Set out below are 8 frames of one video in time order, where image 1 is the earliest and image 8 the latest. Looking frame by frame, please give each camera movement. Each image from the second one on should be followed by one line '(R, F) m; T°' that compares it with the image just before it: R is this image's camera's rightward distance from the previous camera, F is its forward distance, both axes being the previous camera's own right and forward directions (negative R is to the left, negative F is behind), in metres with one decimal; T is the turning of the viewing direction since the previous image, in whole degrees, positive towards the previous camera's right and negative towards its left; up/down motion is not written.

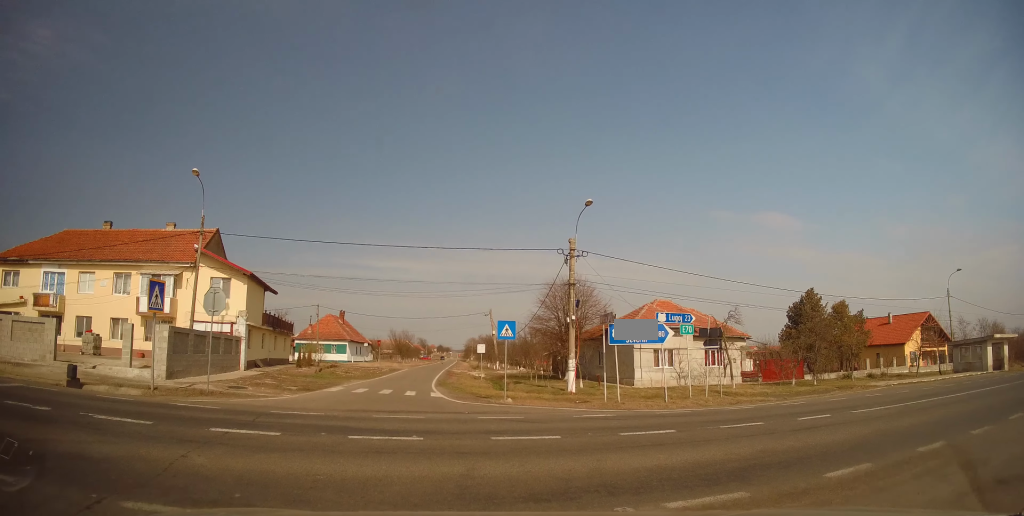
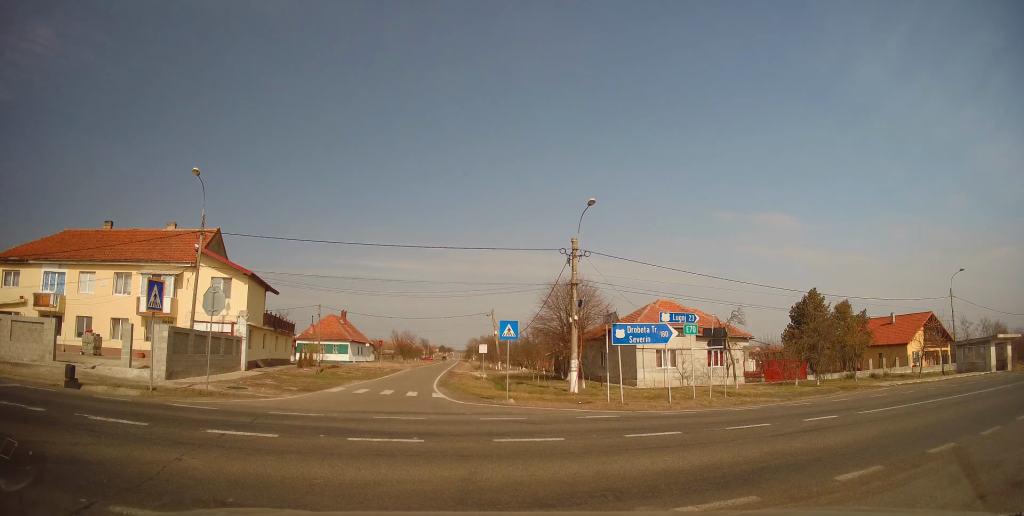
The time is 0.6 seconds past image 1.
(0.0, +1.1) m; -2°
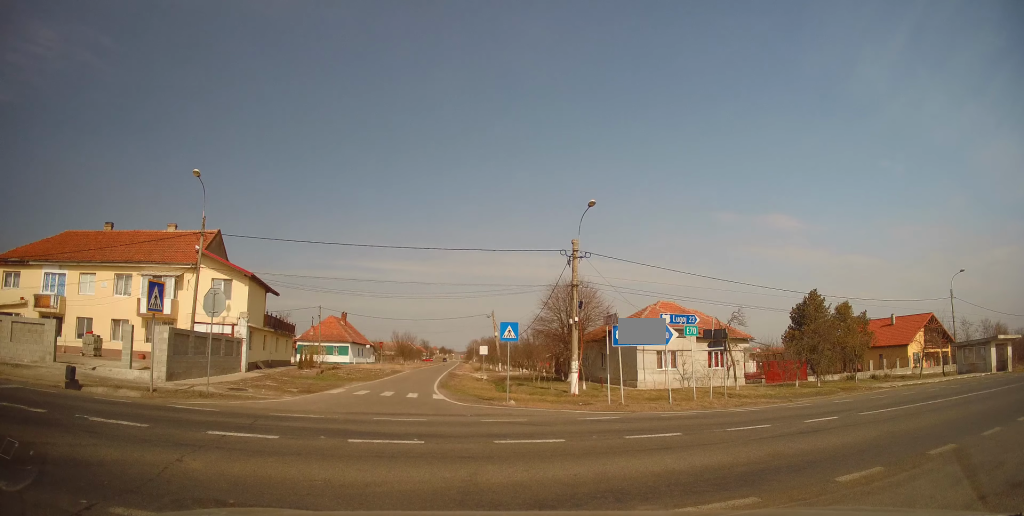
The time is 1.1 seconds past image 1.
(0.0, +0.5) m; 0°
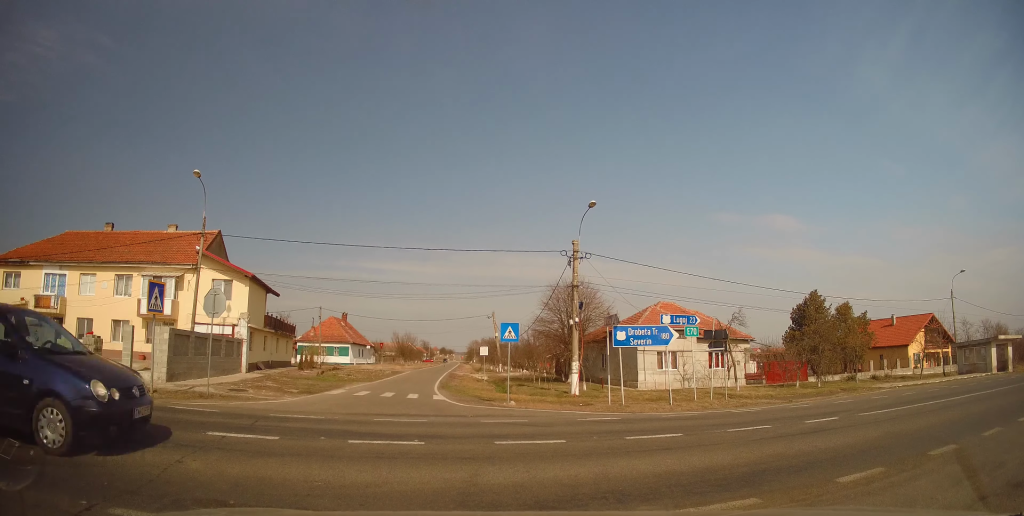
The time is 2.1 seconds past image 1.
(0.0, +0.6) m; 0°
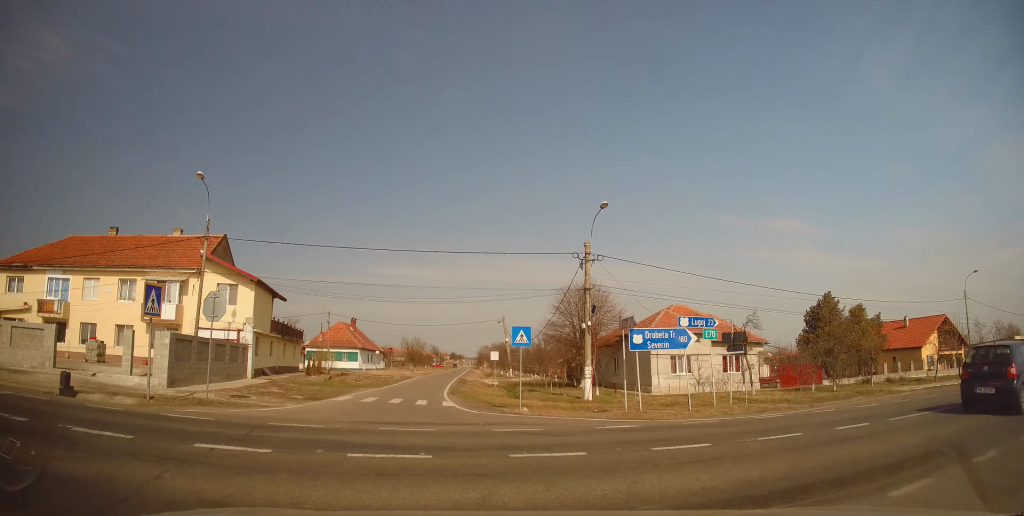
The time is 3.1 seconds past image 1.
(0.0, +0.7) m; -5°
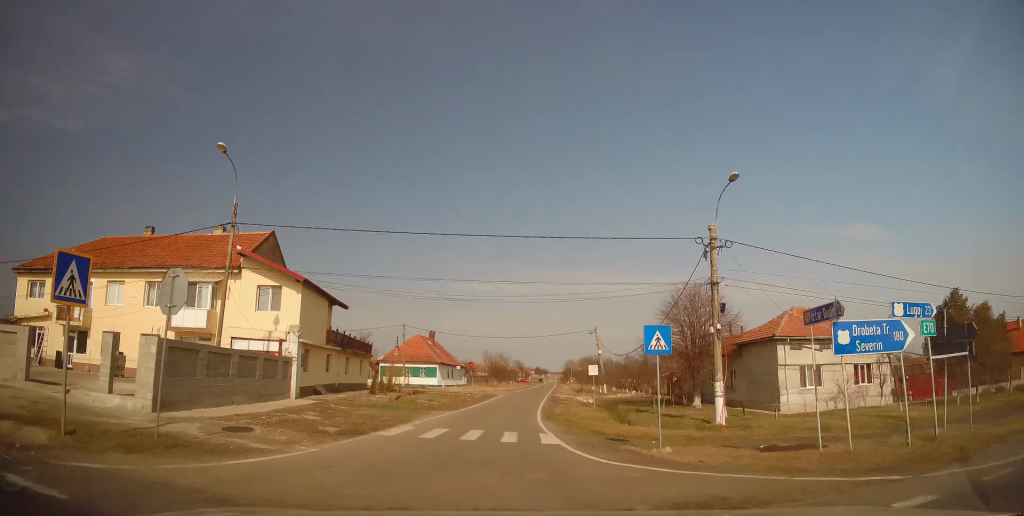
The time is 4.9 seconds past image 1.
(-0.4, +4.1) m; -5°
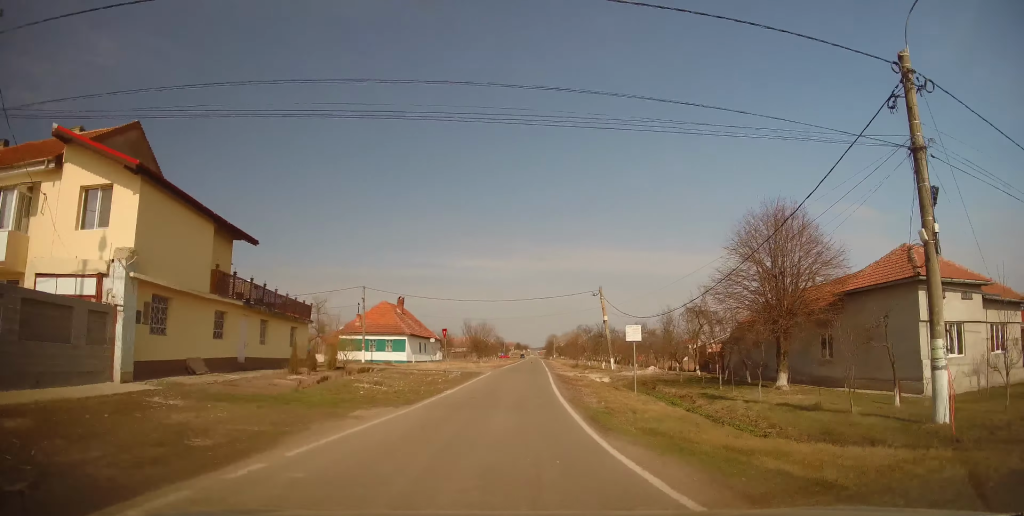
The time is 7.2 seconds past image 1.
(+0.3, +11.7) m; +3°
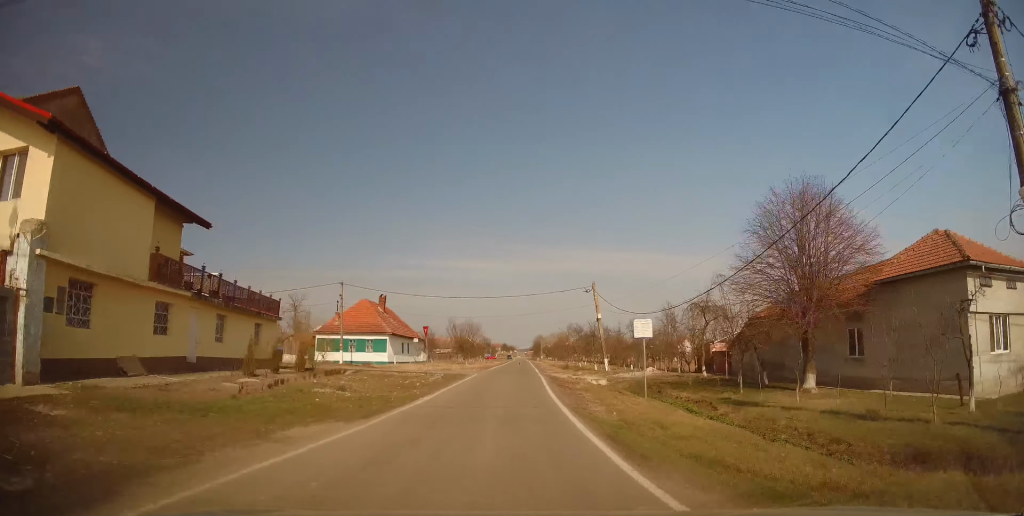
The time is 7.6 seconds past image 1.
(0.0, +3.1) m; +1°
